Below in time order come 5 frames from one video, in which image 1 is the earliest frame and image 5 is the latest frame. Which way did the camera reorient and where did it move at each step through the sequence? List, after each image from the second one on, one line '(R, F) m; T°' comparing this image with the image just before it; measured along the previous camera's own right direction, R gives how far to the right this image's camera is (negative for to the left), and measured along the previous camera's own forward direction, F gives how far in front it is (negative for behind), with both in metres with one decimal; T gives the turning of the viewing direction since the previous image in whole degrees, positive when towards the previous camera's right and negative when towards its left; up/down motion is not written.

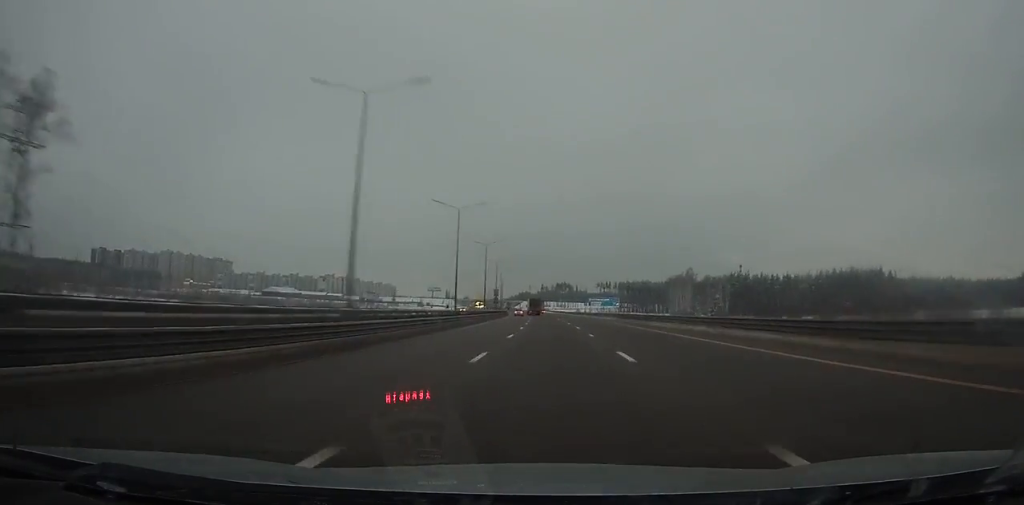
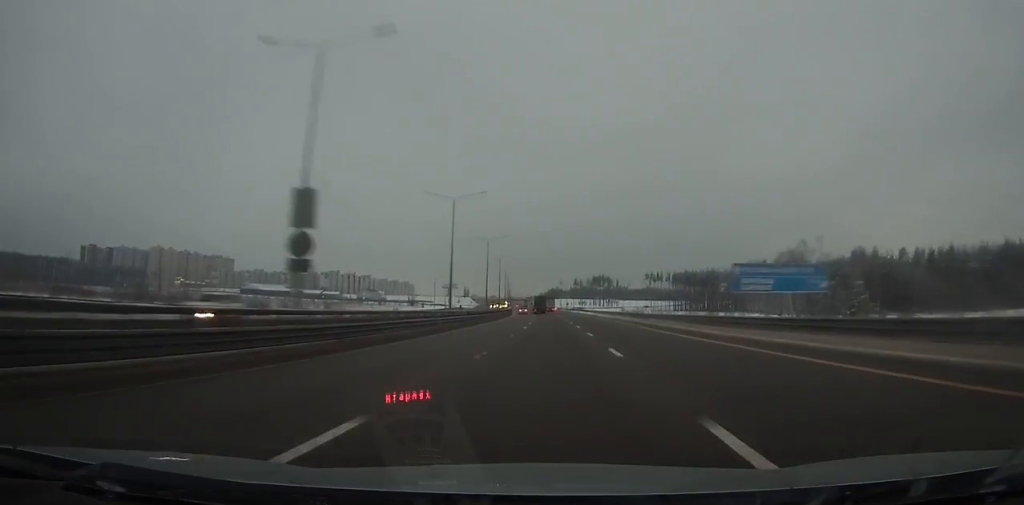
(-2.3, +93.6) m; -3°
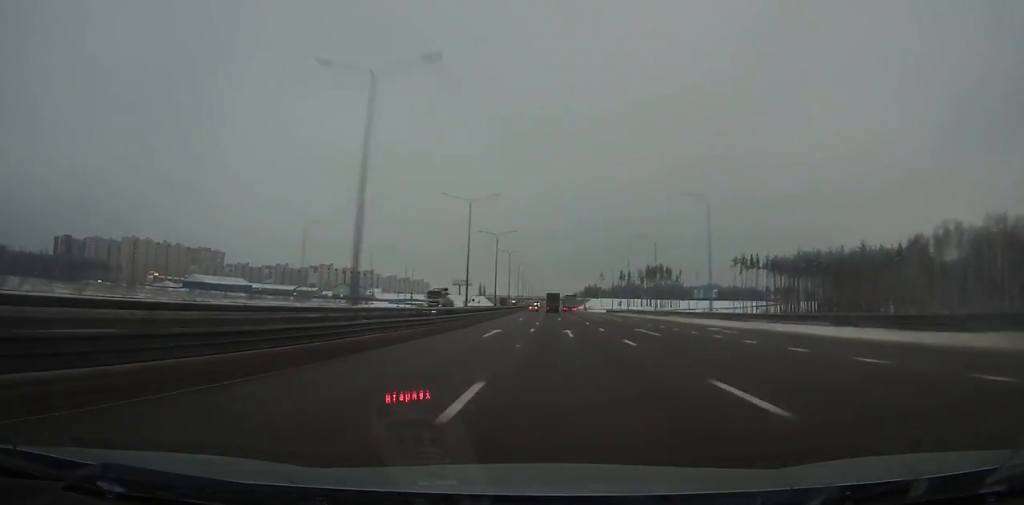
(-3.5, +115.6) m; -2°
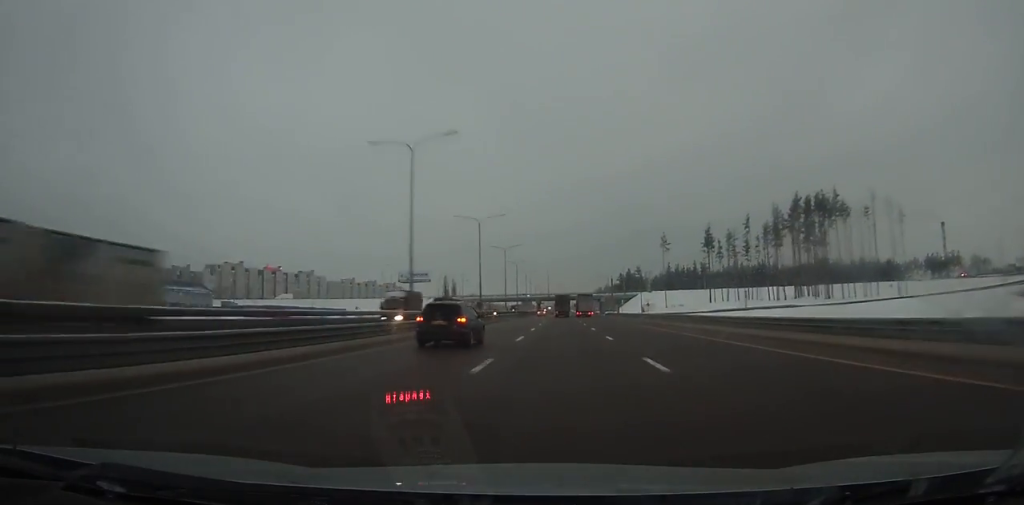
(-1.9, +188.1) m; -1°
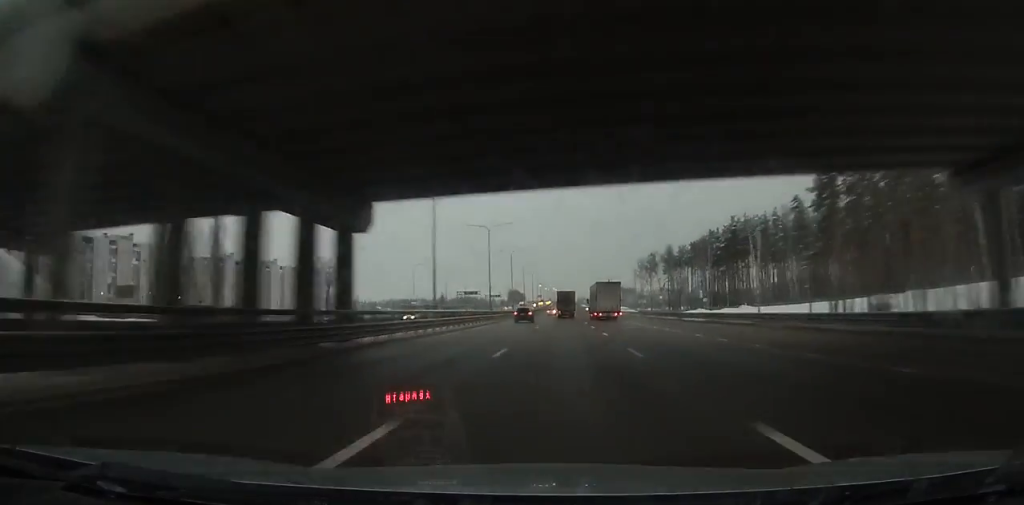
(-1.1, +213.6) m; -1°
